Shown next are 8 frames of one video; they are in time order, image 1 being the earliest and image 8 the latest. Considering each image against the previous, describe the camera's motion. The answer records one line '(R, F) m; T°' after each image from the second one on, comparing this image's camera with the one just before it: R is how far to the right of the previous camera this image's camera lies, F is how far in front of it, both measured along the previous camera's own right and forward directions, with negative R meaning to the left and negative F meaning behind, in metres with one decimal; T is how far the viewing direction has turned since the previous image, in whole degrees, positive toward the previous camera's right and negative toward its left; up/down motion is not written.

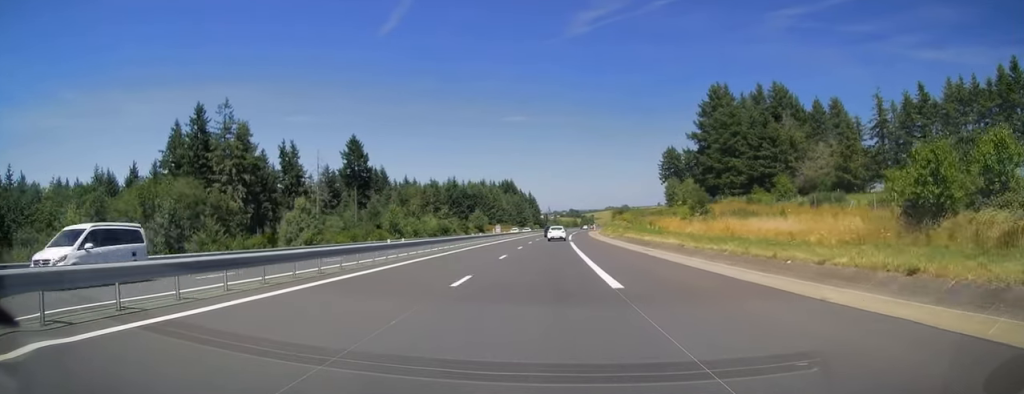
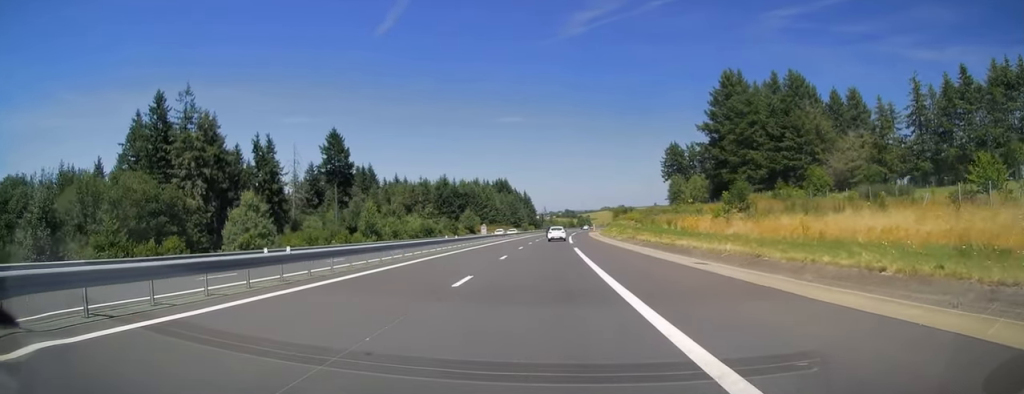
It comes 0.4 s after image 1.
(0.0, +12.9) m; 0°
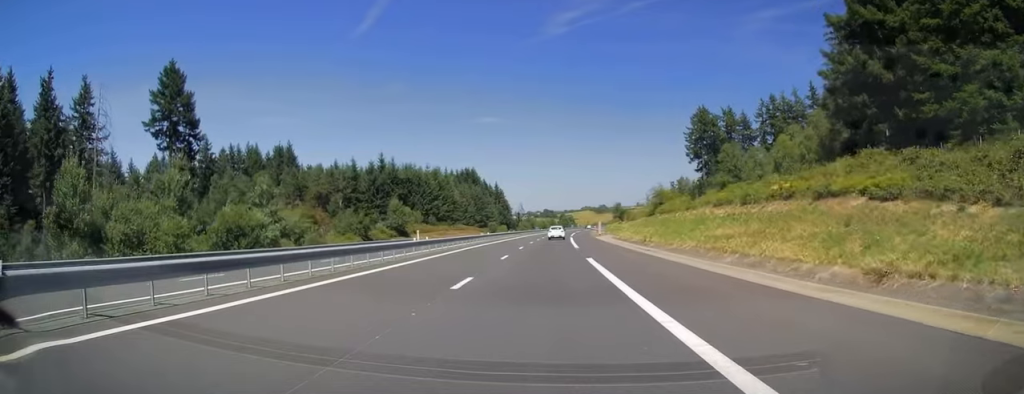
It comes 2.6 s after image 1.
(+1.4, +65.8) m; +2°
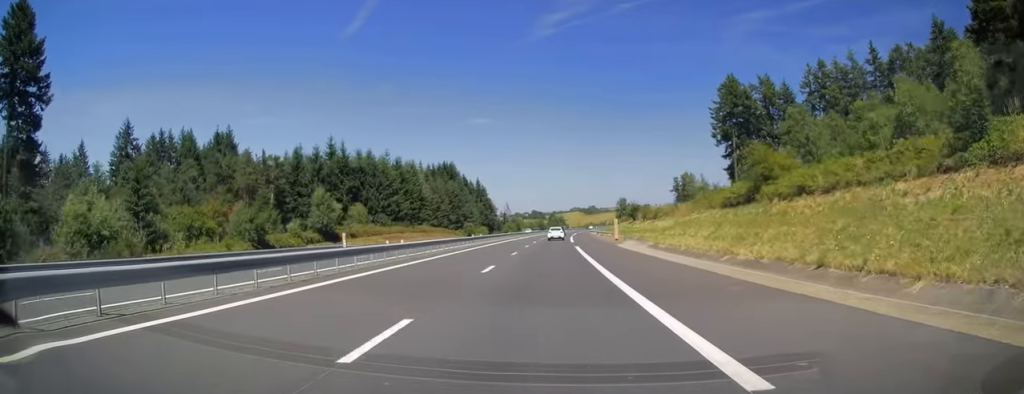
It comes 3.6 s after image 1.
(+0.2, +33.3) m; +1°
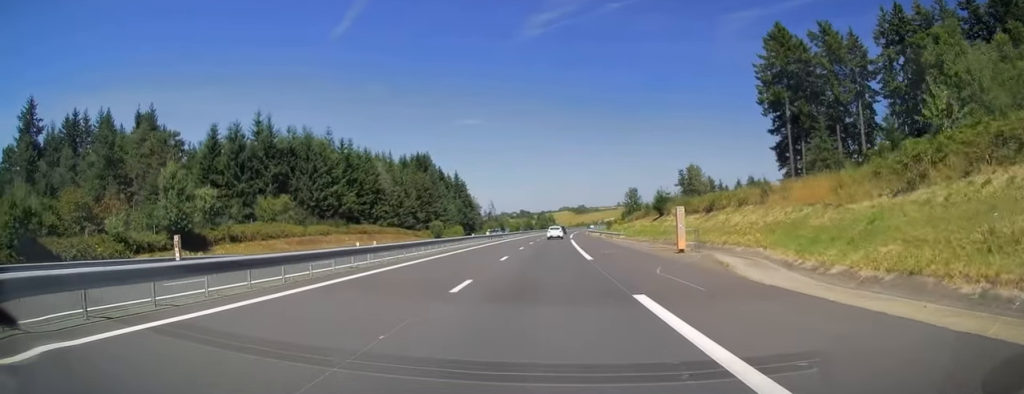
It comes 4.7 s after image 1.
(+0.3, +32.0) m; +1°
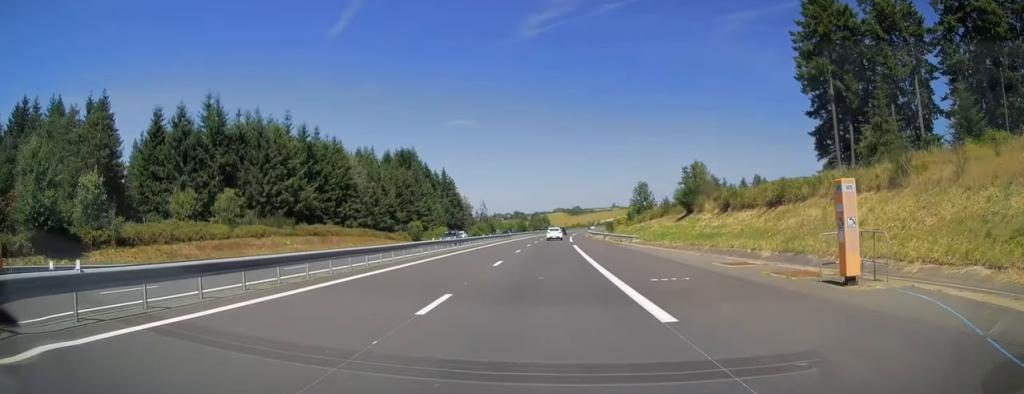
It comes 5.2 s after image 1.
(+0.2, +16.1) m; +1°
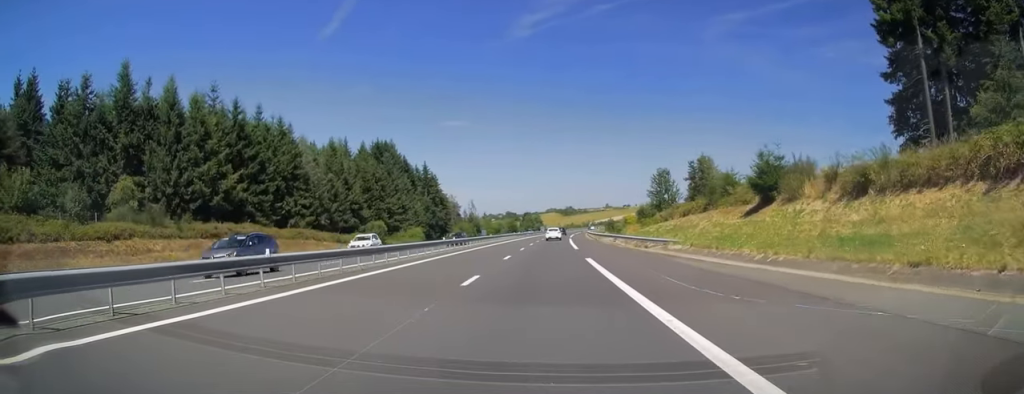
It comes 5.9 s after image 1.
(+0.2, +20.9) m; +1°
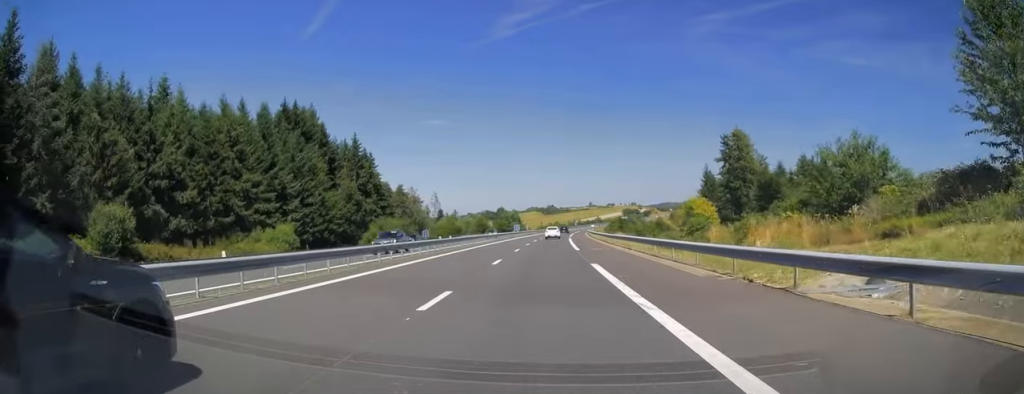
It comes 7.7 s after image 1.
(+0.8, +56.8) m; +1°
